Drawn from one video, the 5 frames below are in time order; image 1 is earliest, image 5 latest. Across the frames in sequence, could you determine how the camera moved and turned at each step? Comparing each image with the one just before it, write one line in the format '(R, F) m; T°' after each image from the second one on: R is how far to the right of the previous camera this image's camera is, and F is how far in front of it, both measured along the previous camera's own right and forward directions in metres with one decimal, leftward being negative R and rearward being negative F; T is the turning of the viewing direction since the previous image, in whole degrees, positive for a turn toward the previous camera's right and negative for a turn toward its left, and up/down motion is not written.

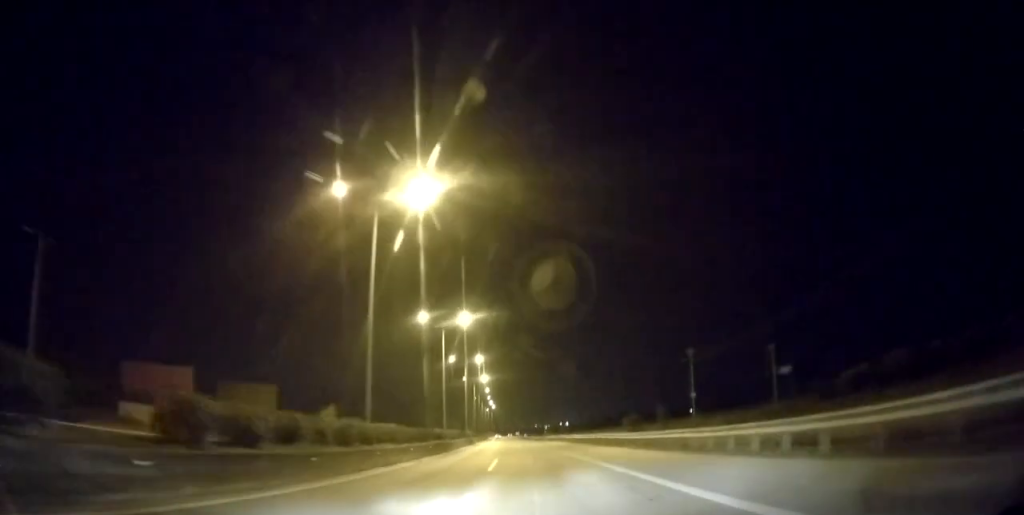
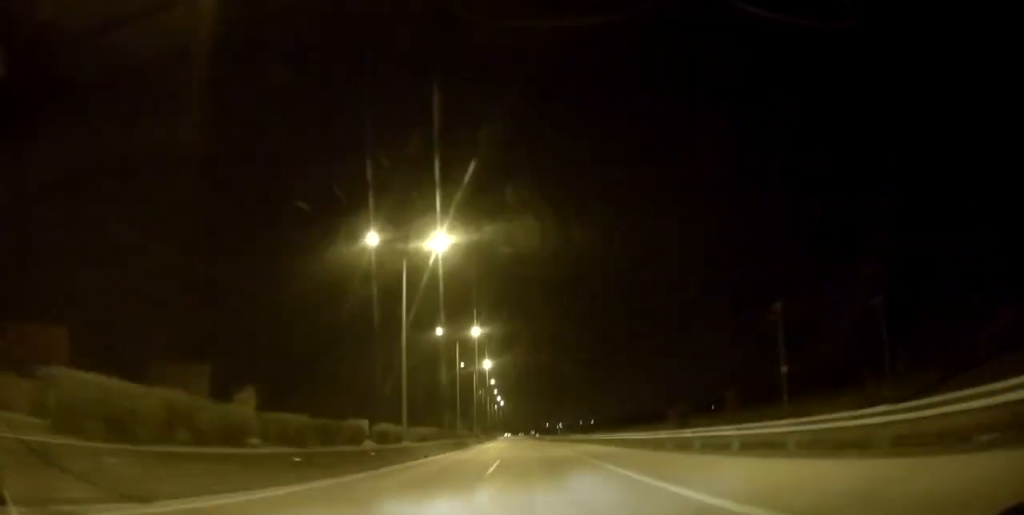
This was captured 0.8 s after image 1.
(0.0, +25.4) m; 0°
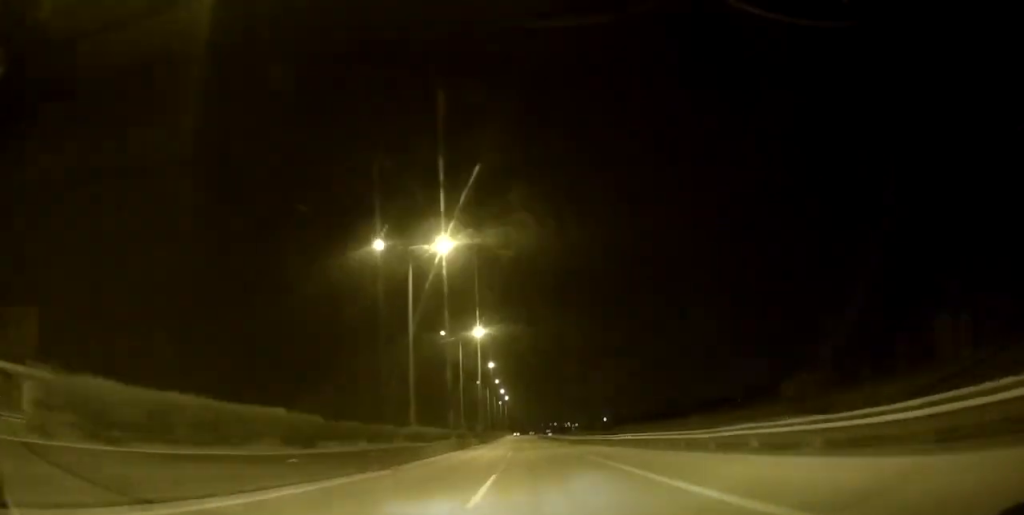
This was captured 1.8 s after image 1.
(-0.2, +33.2) m; 0°
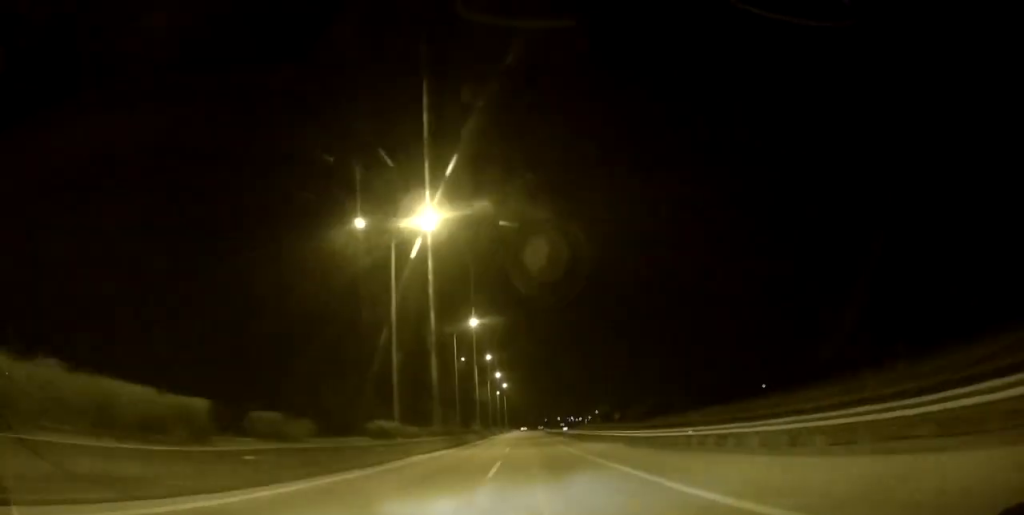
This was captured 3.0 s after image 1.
(0.0, +37.8) m; 0°
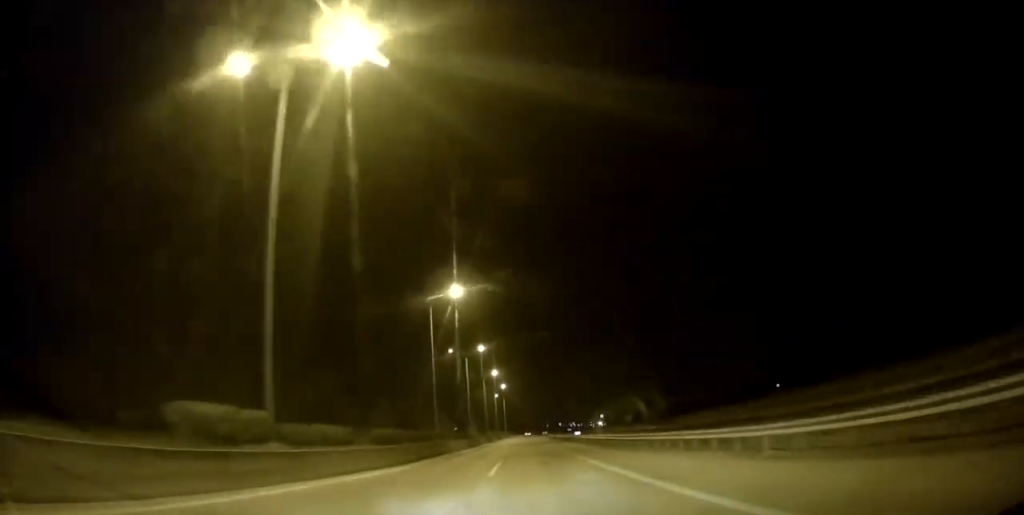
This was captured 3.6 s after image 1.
(+0.1, +17.5) m; 0°
